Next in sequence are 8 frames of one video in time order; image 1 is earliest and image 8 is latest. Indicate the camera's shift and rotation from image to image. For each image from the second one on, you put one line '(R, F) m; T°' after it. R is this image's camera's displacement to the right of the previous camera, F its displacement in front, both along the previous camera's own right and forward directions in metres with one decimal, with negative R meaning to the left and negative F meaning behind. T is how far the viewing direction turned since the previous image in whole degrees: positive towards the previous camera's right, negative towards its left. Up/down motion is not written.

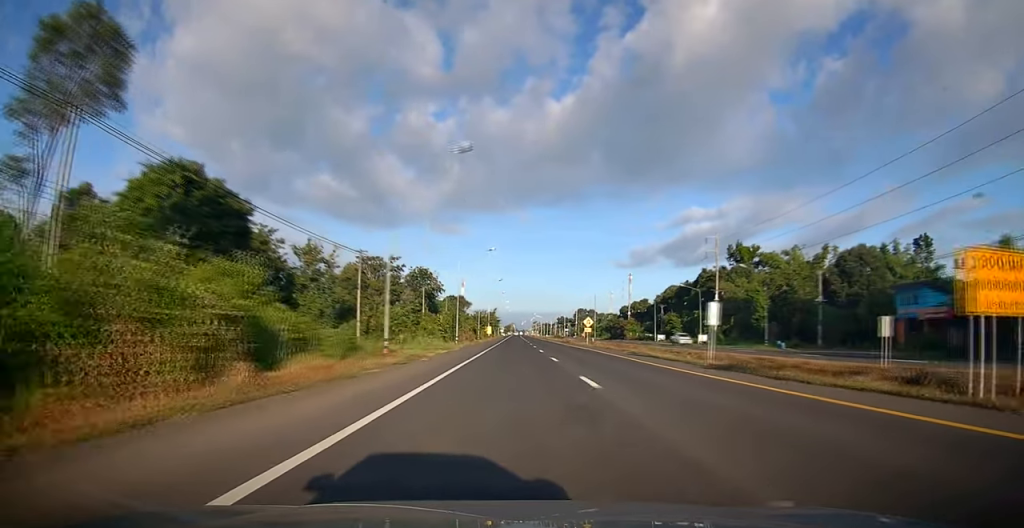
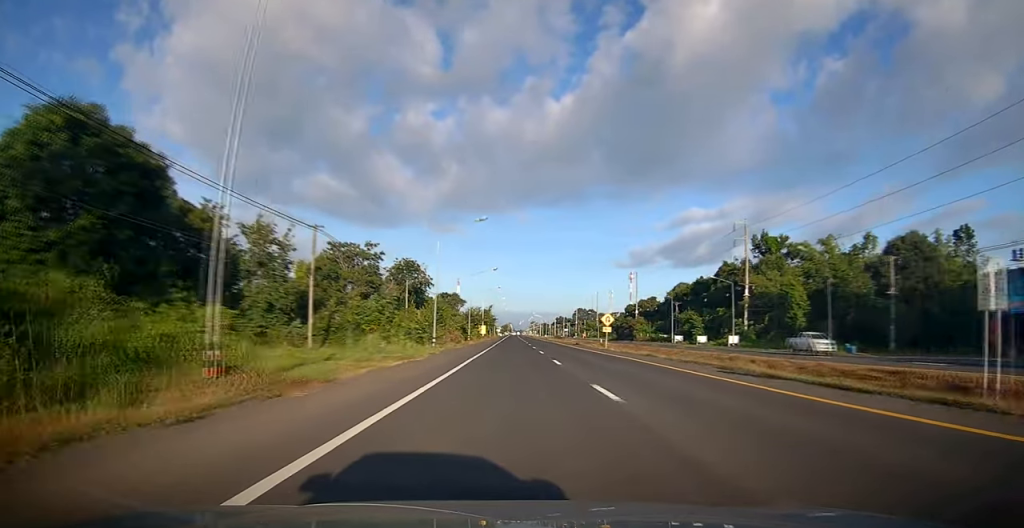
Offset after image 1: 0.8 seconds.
(0.0, +14.2) m; 0°
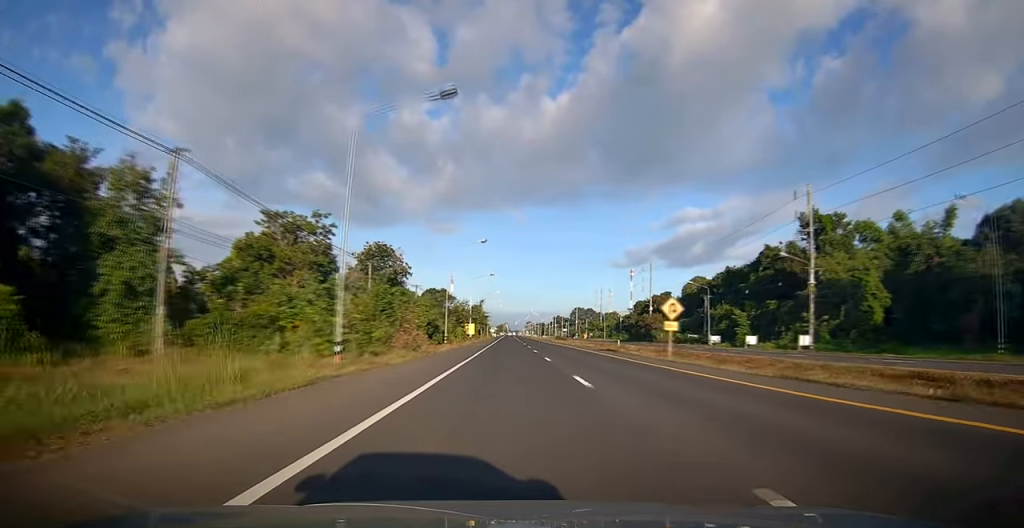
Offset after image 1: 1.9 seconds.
(-0.1, +21.0) m; 0°
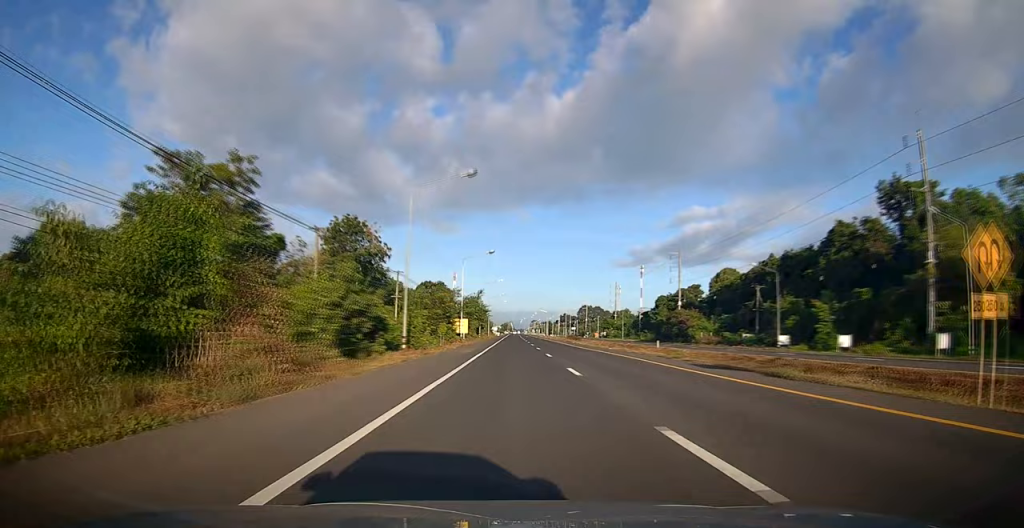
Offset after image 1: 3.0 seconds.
(0.0, +20.3) m; -1°
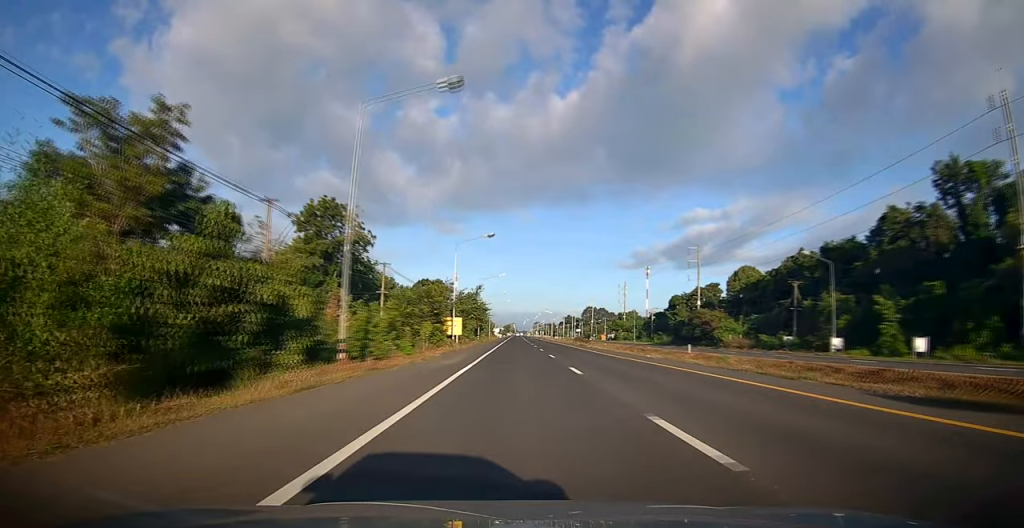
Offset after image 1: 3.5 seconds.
(-0.1, +10.6) m; 0°
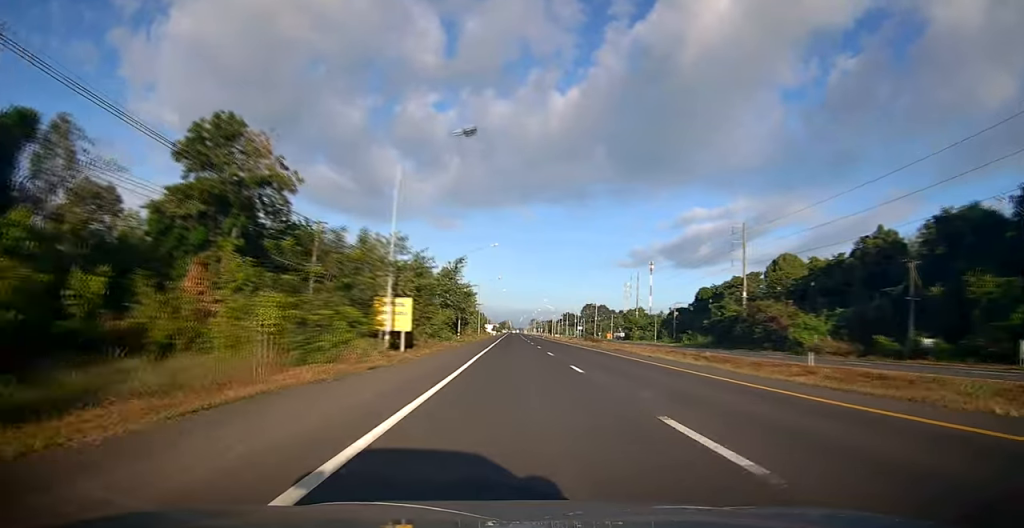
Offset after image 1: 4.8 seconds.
(0.0, +23.9) m; 0°
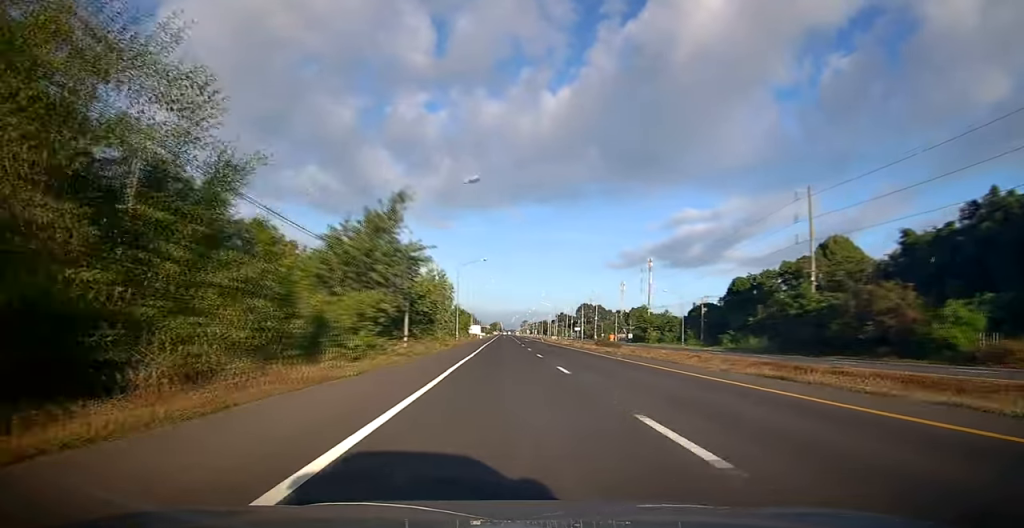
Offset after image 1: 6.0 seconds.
(+0.1, +23.5) m; +1°
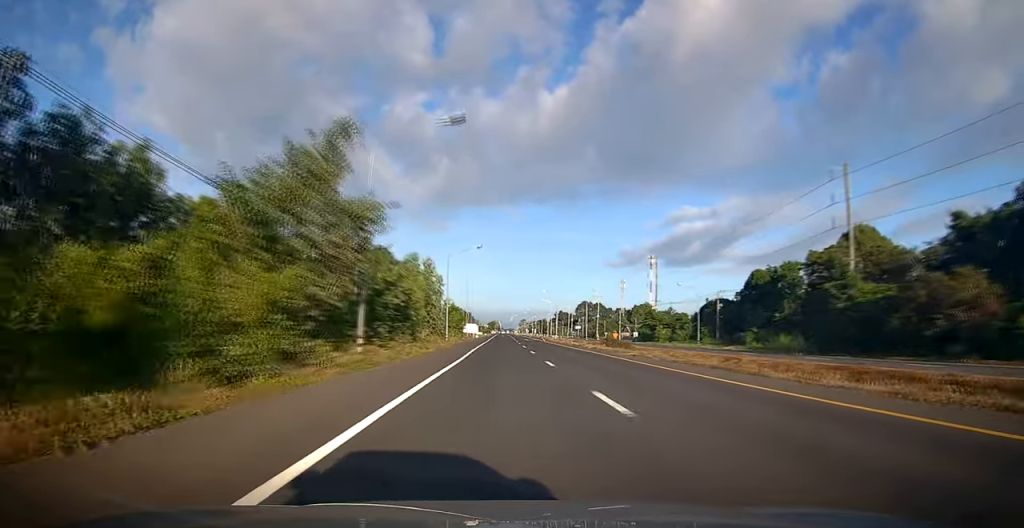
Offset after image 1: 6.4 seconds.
(0.0, +8.6) m; 0°
